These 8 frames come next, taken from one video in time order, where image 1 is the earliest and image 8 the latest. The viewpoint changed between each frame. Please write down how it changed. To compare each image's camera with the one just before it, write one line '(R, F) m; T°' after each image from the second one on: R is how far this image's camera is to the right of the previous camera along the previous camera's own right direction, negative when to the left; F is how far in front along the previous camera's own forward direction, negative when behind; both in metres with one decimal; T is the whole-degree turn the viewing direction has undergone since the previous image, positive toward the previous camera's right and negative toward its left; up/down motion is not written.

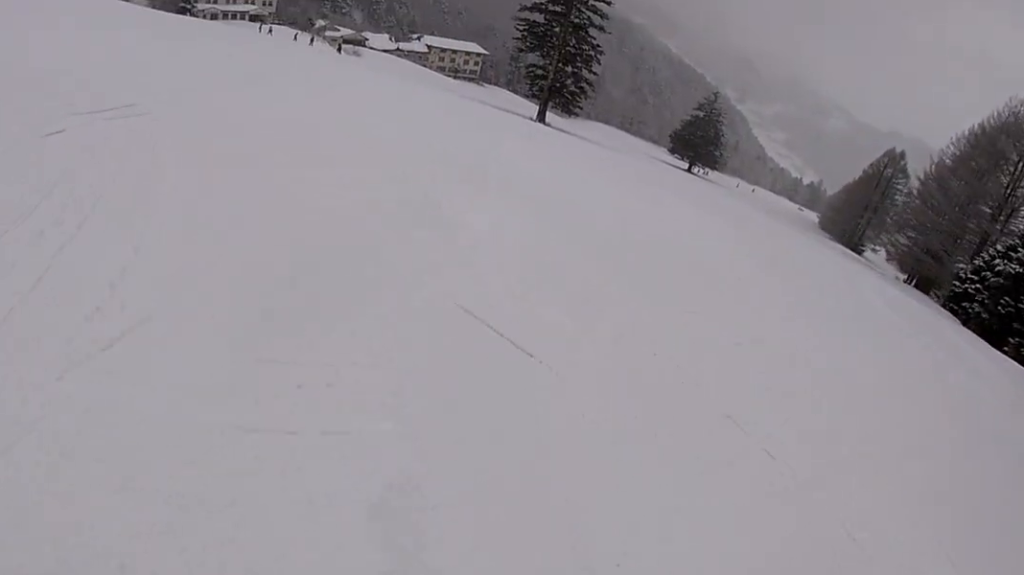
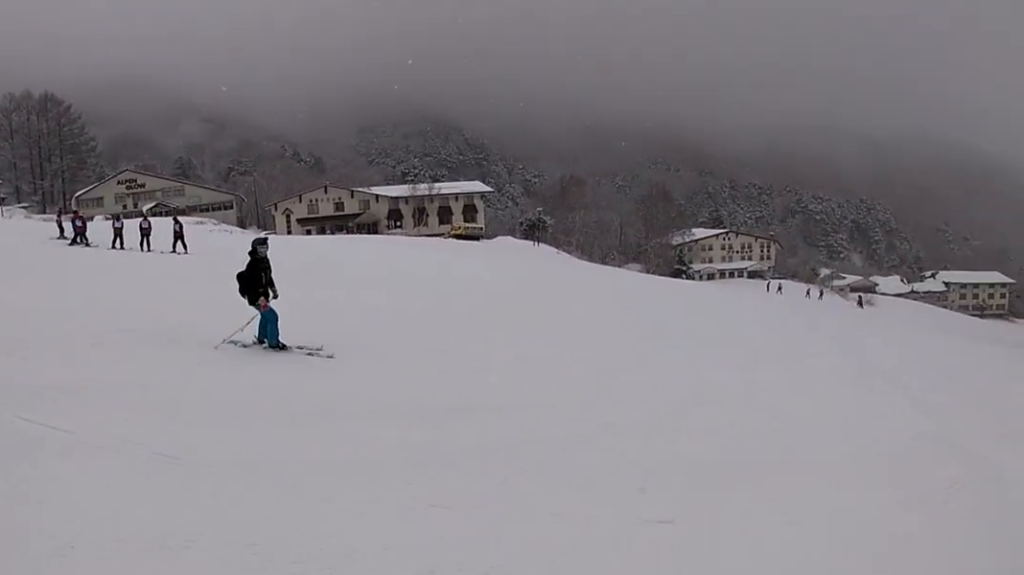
(-1.8, +9.1) m; +14°
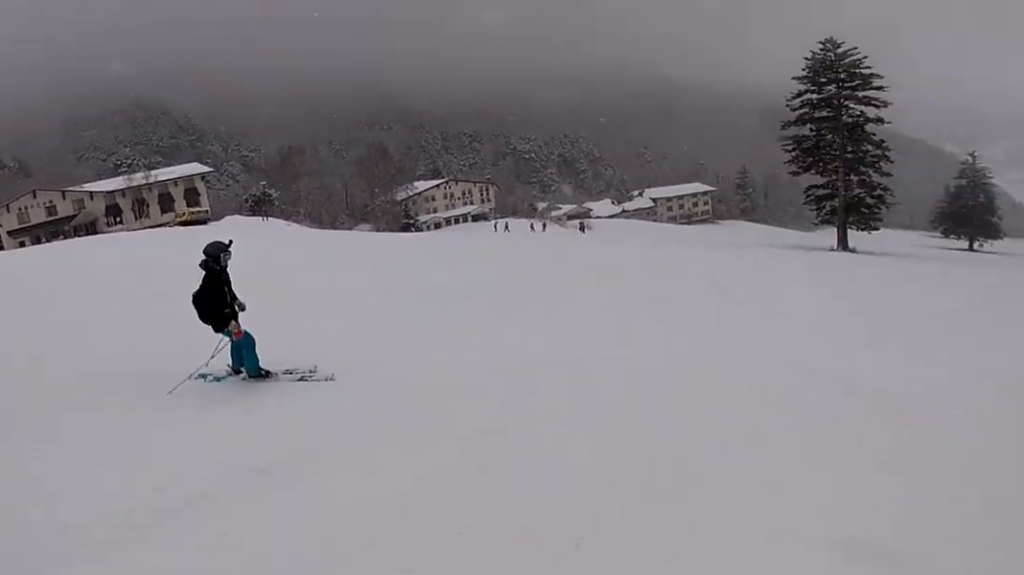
(+0.9, +1.1) m; +13°
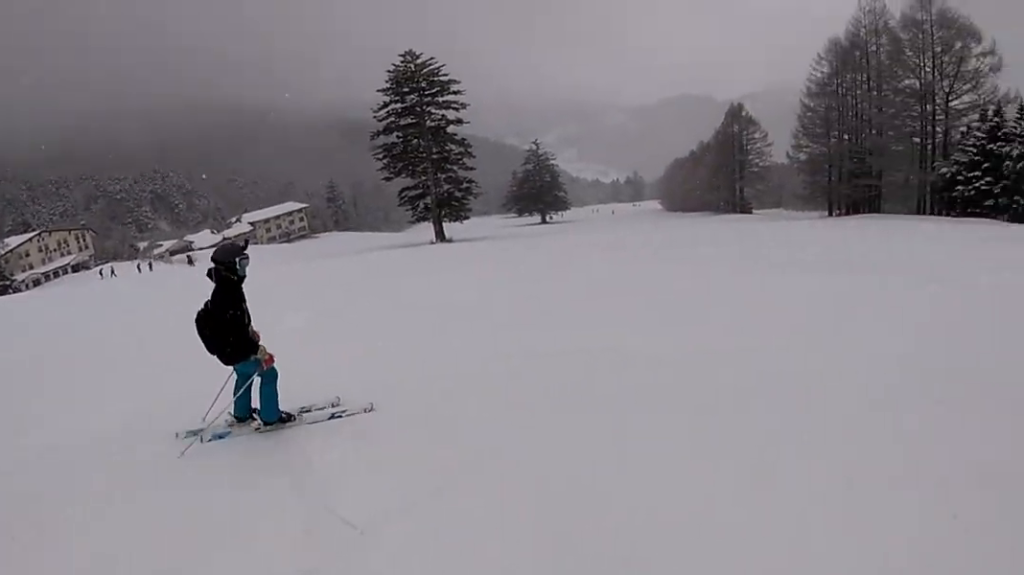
(+0.7, +1.6) m; +17°
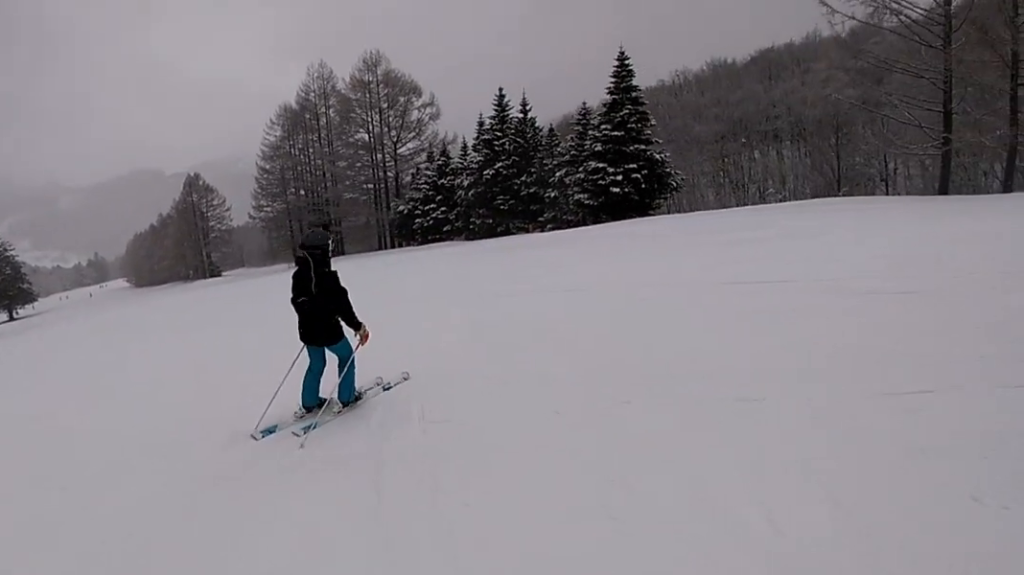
(-0.7, +2.9) m; +36°
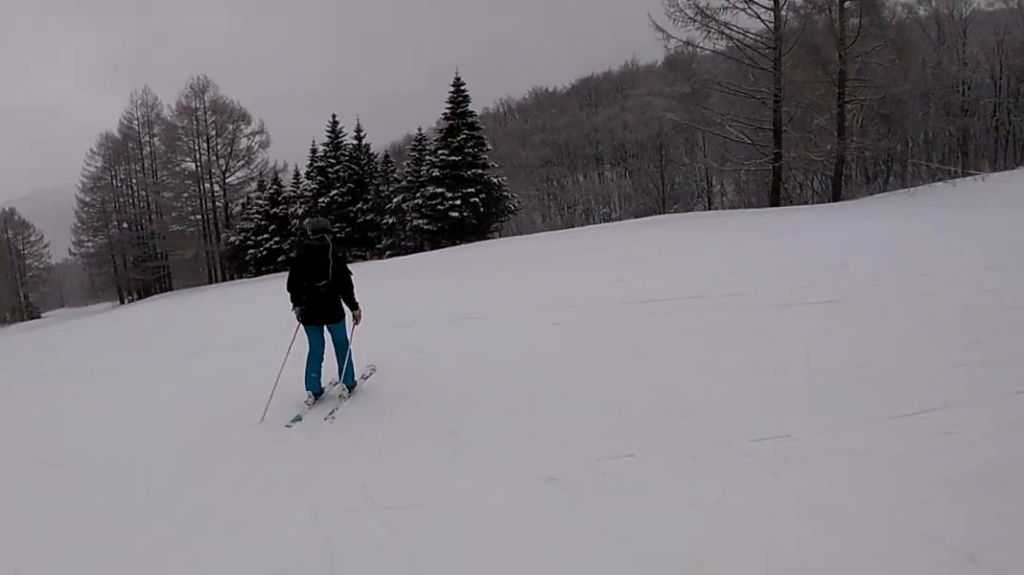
(+1.0, +1.1) m; +12°
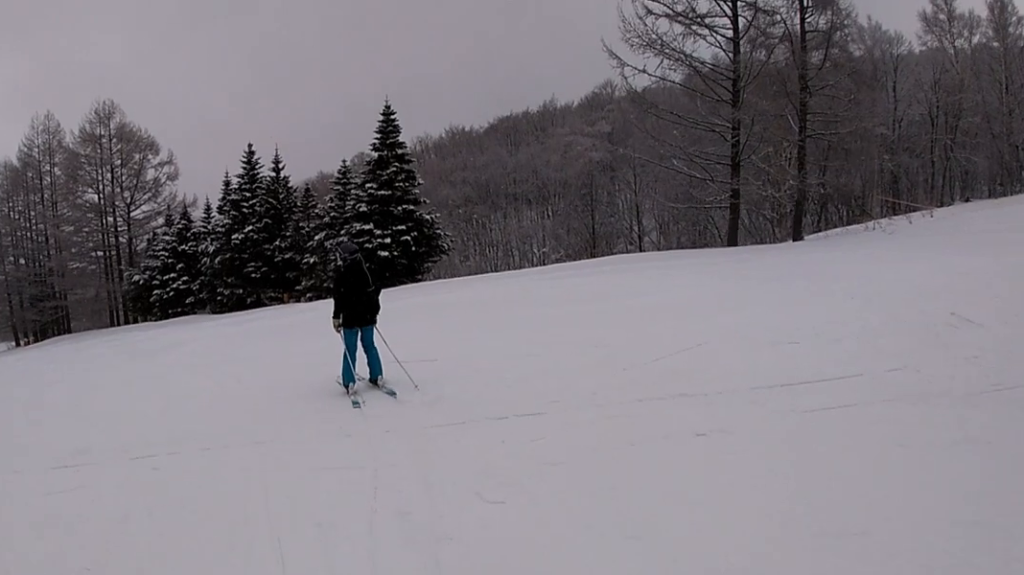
(+0.8, +3.5) m; -2°
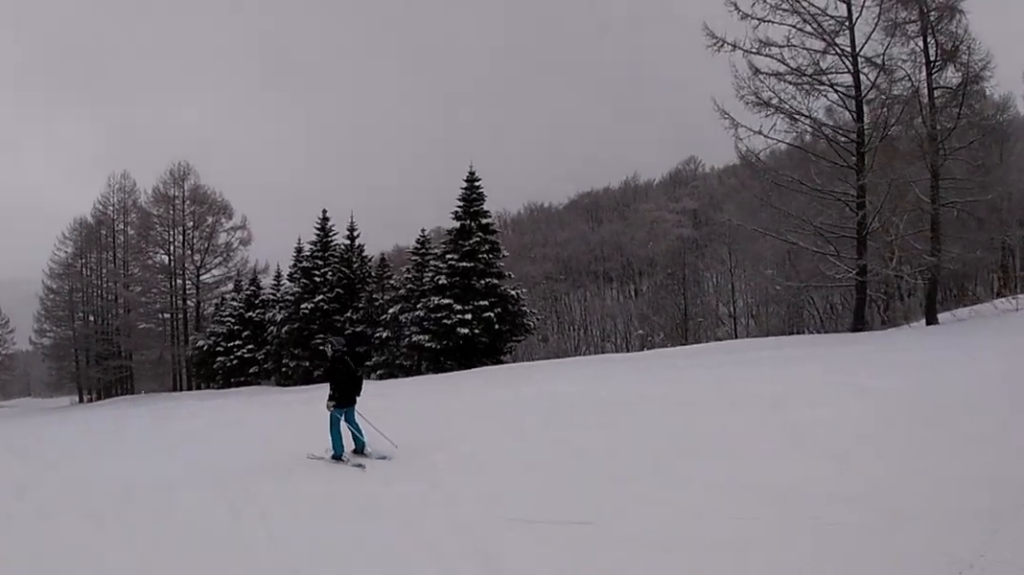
(-0.7, +3.7) m; -13°
